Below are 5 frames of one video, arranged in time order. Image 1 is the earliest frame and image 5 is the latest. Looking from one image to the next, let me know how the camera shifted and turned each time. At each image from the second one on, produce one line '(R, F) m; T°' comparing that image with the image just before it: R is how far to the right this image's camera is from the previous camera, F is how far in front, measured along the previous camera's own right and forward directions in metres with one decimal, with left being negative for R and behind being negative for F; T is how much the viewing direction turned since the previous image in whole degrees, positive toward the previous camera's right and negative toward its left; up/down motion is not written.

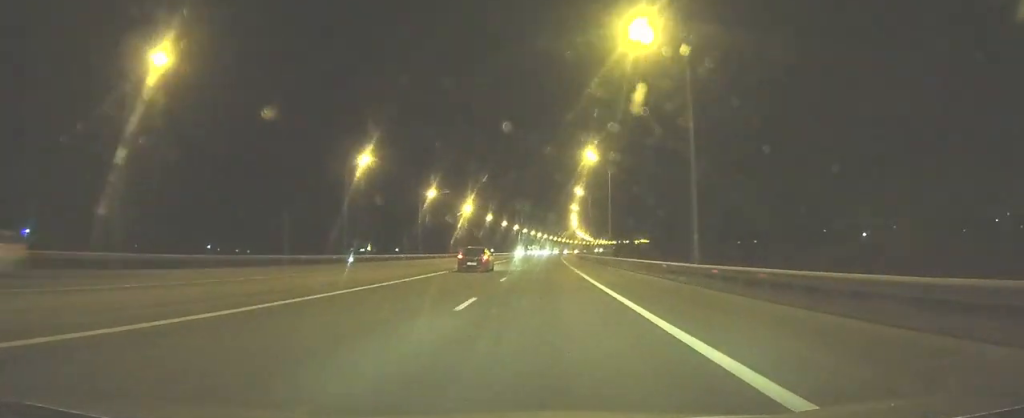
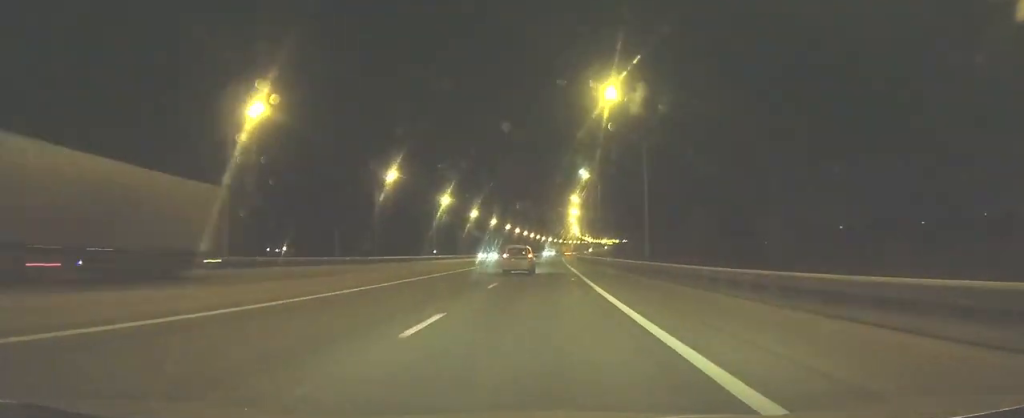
(+4.2, +218.8) m; +2°
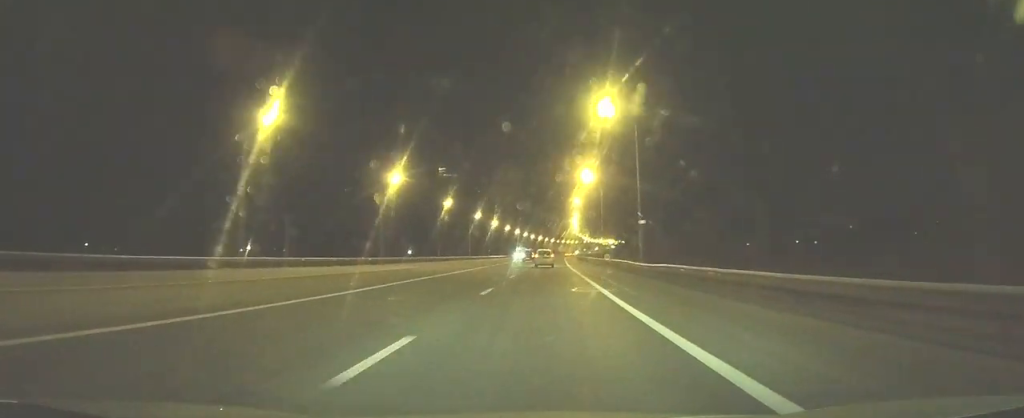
(+1.0, +74.9) m; +1°
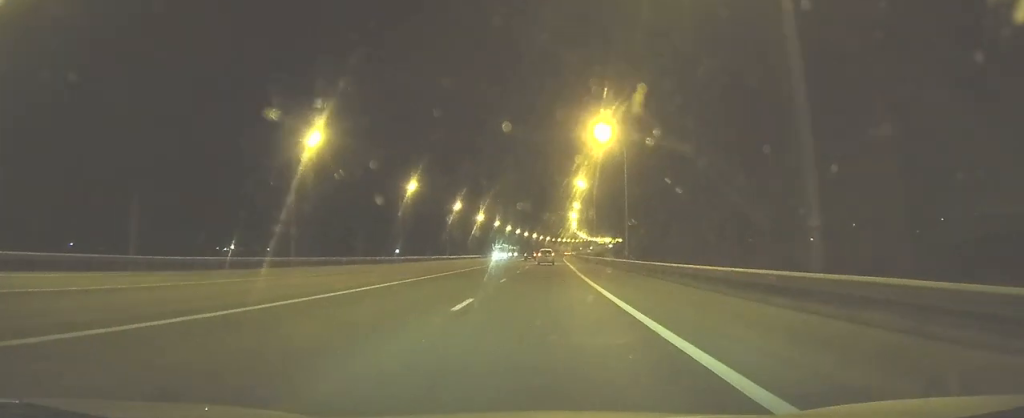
(+0.2, +28.8) m; 0°
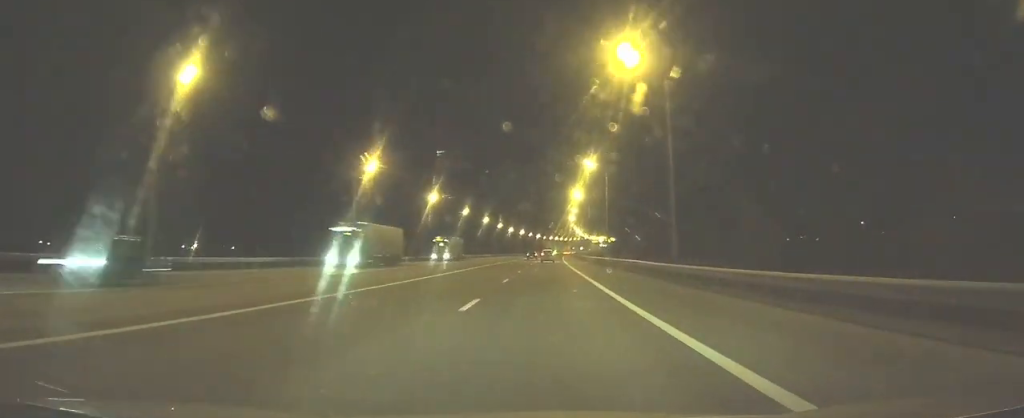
(+0.3, +60.1) m; +1°
